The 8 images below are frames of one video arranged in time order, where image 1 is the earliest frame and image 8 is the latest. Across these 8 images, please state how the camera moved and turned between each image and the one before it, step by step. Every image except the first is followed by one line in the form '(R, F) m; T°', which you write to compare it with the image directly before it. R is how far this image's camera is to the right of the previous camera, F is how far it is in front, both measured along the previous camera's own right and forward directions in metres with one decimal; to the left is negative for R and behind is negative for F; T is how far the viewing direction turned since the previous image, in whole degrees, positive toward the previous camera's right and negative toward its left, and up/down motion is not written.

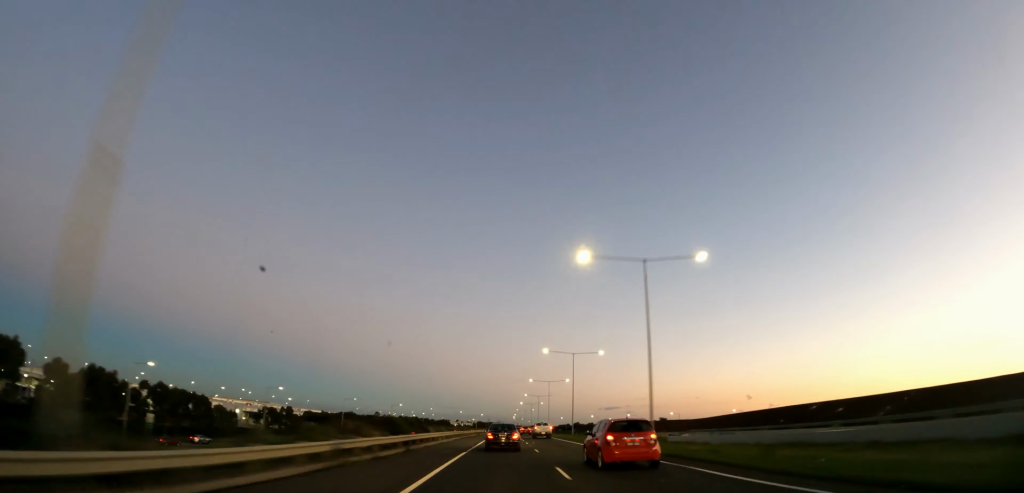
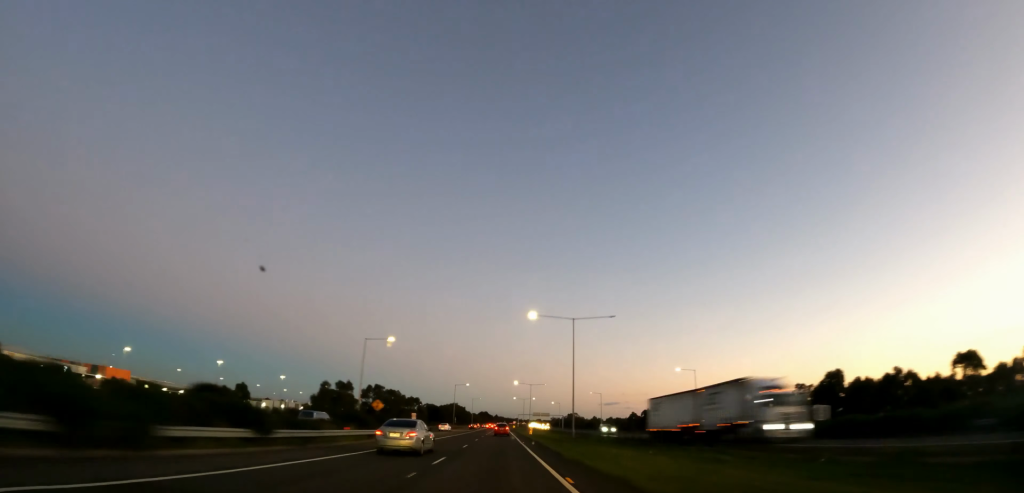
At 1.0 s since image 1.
(-0.1, +28.1) m; 0°
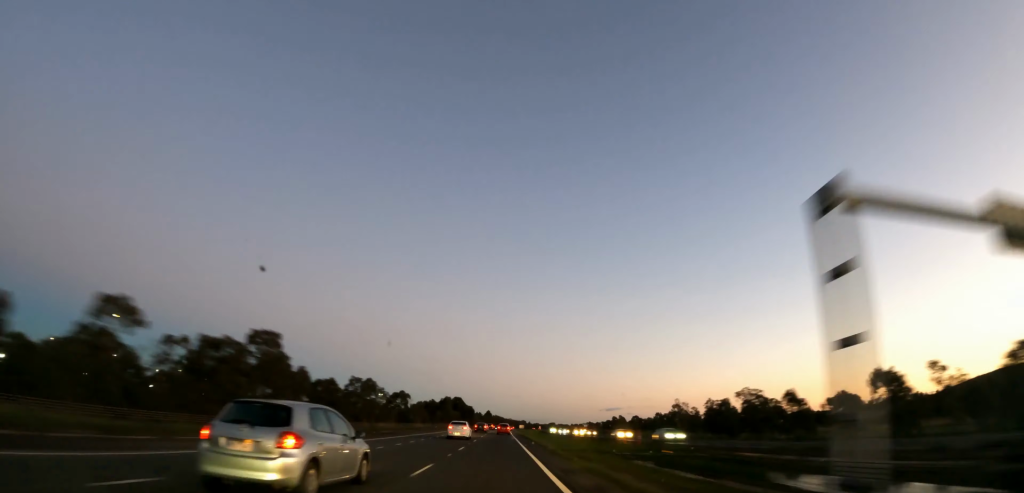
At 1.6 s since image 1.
(-0.1, +19.3) m; 0°
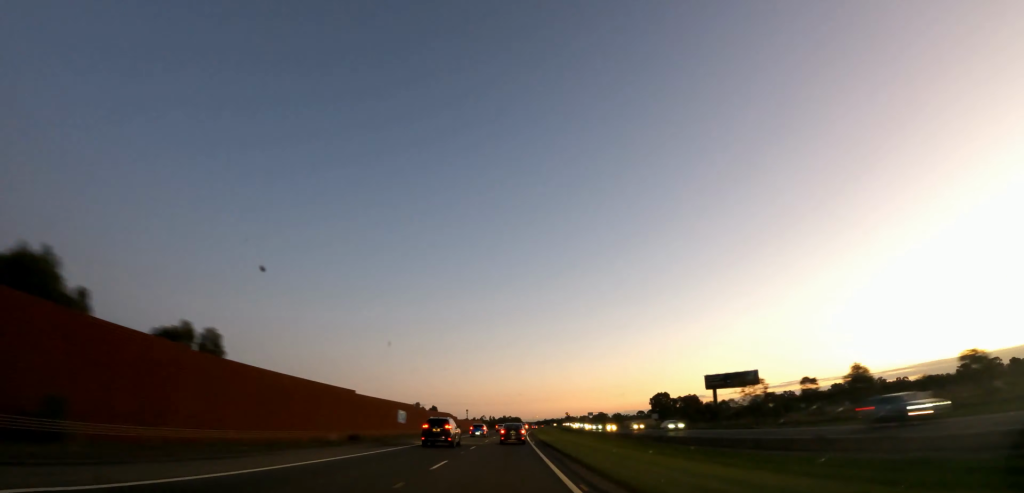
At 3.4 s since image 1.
(+0.1, +50.6) m; 0°
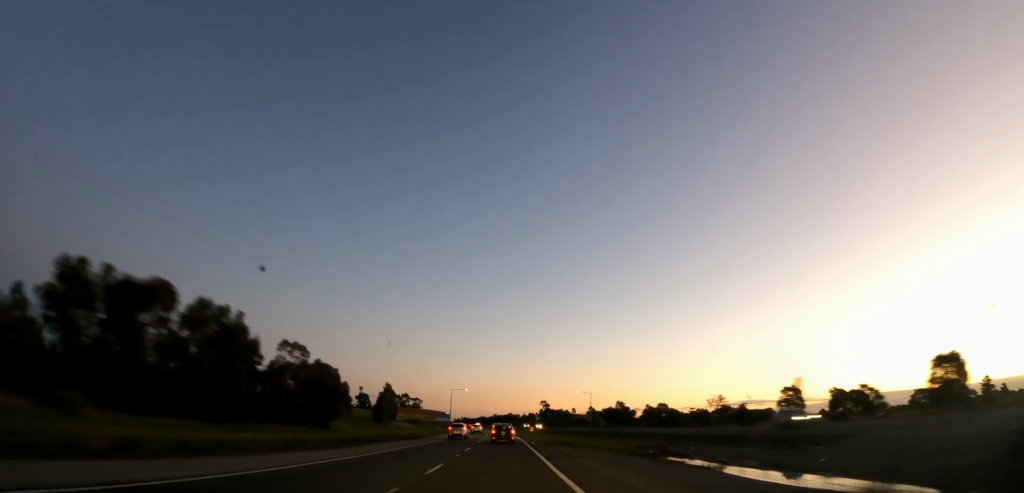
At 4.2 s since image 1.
(0.0, +24.6) m; 0°
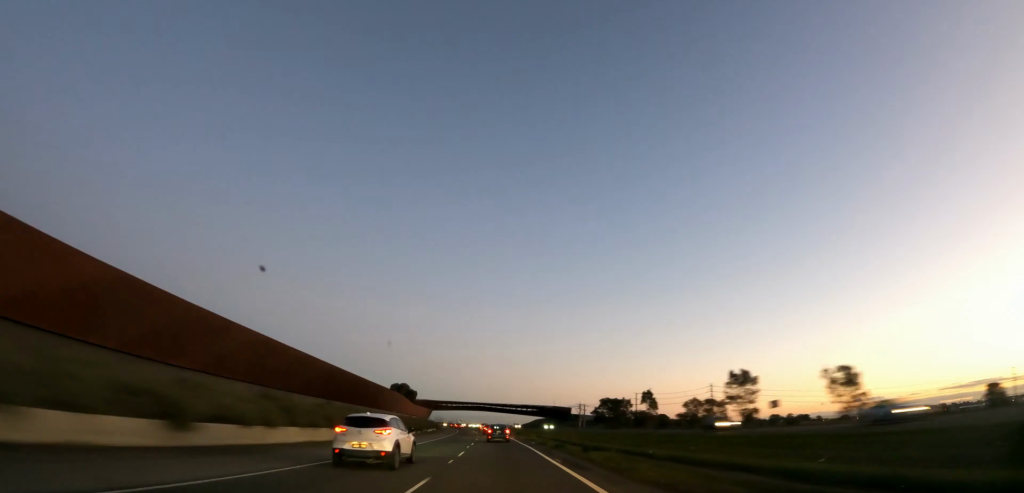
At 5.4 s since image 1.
(+0.4, +36.3) m; +2°
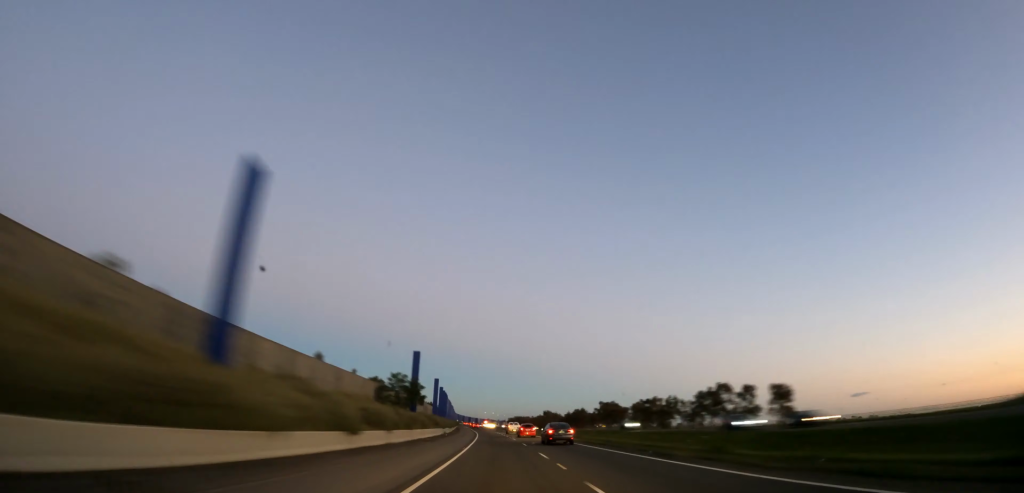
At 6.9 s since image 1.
(0.0, +42.0) m; -3°
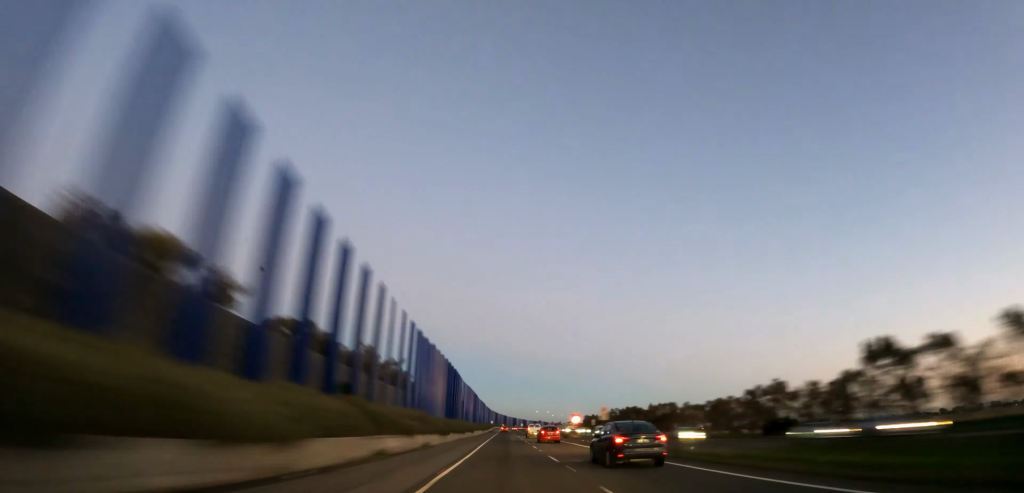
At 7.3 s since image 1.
(-0.2, +13.7) m; -1°
